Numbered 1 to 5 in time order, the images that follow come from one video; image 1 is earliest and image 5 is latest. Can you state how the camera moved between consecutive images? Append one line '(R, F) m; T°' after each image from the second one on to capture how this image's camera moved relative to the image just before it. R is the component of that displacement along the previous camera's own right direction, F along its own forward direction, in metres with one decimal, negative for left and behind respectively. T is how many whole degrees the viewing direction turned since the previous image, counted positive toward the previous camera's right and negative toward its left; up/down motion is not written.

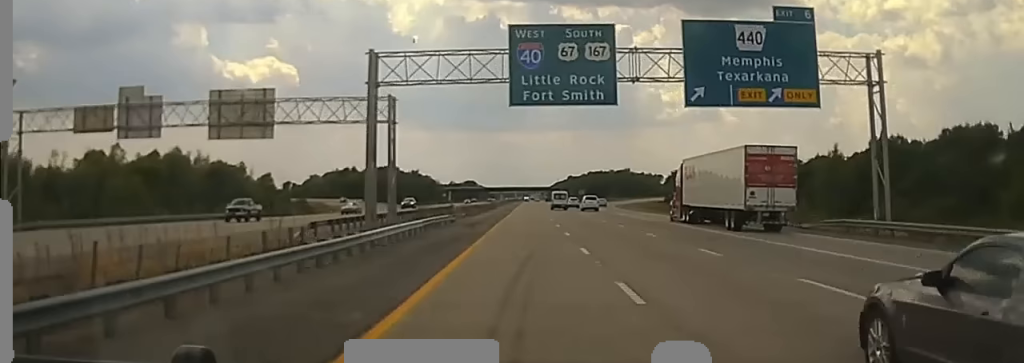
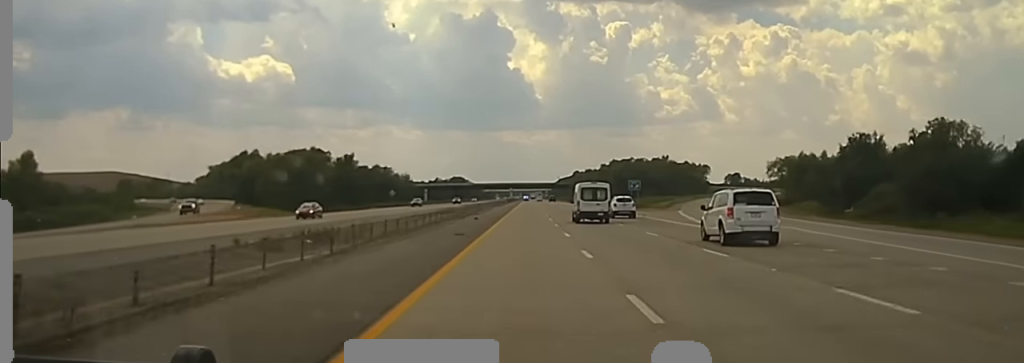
(-0.2, +130.5) m; 0°
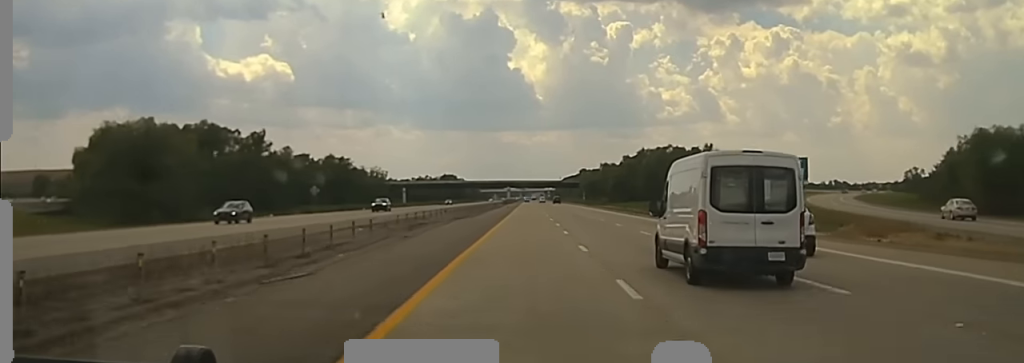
(+0.1, +82.6) m; 0°
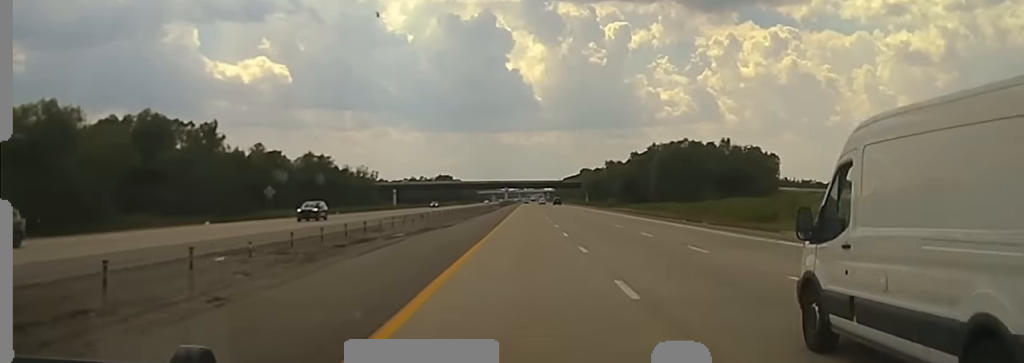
(0.0, +24.2) m; 0°
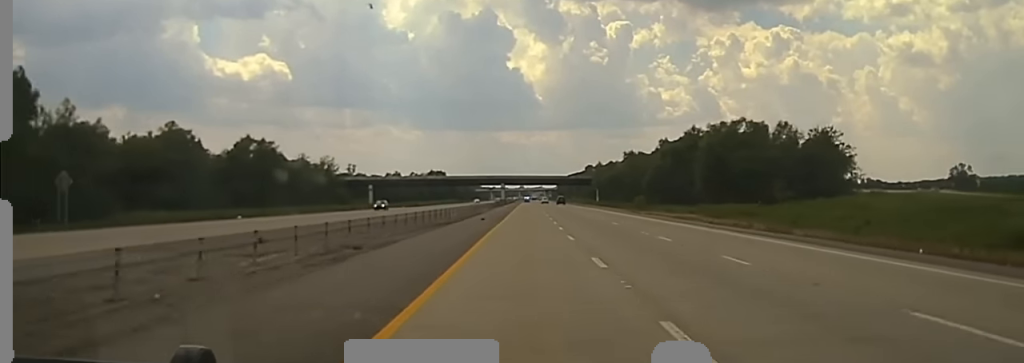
(0.0, +54.1) m; 0°
